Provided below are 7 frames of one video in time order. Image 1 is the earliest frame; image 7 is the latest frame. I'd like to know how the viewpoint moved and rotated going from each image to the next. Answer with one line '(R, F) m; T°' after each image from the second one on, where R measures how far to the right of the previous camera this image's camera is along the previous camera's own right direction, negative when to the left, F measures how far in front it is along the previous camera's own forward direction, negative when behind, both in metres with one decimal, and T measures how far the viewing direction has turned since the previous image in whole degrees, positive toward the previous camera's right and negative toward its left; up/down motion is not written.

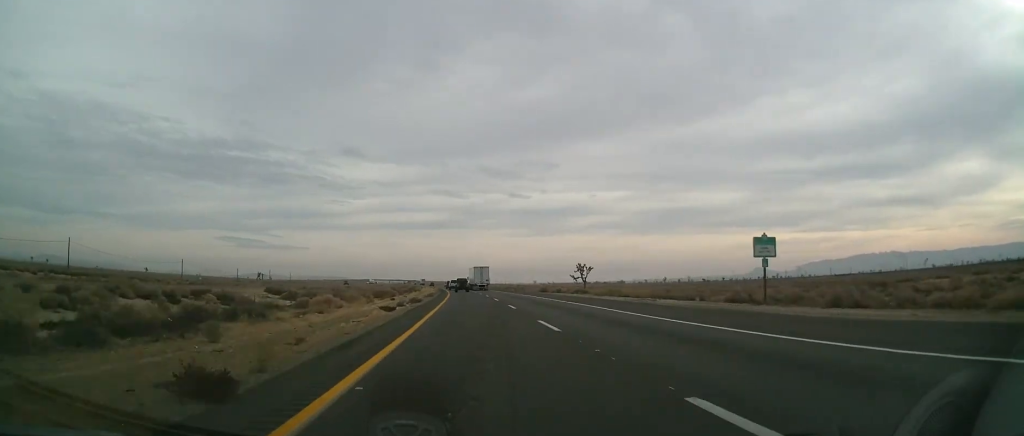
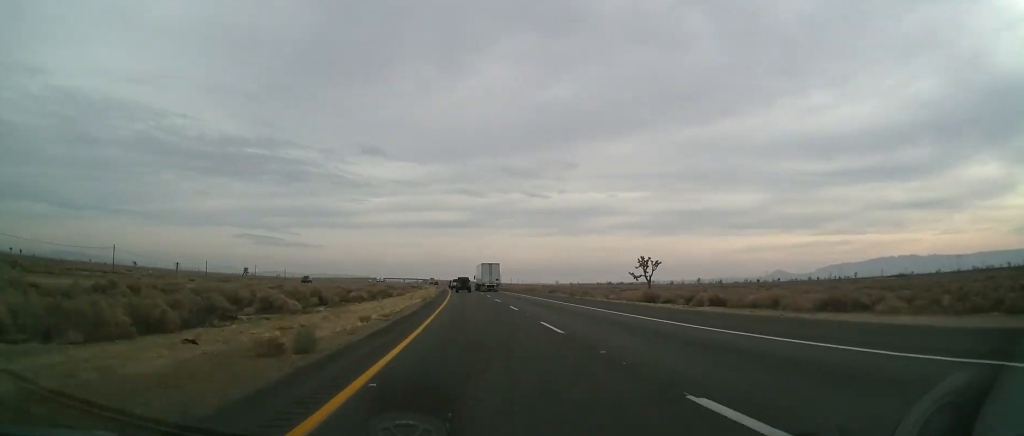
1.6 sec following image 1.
(-0.9, +58.0) m; -1°
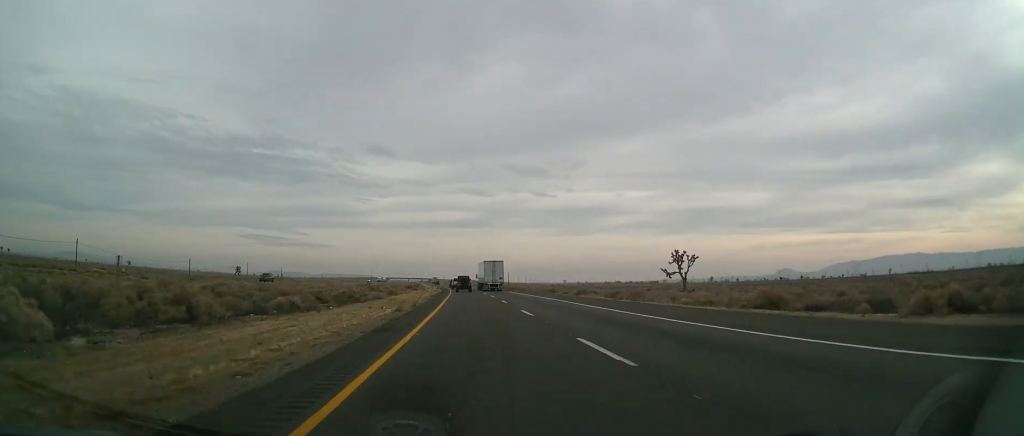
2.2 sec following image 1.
(0.0, +21.7) m; 0°
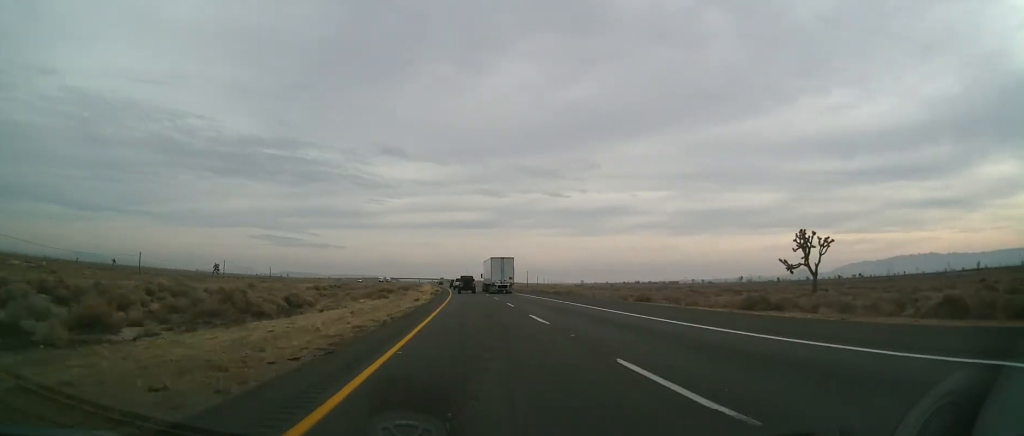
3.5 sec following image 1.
(-0.4, +47.9) m; -2°
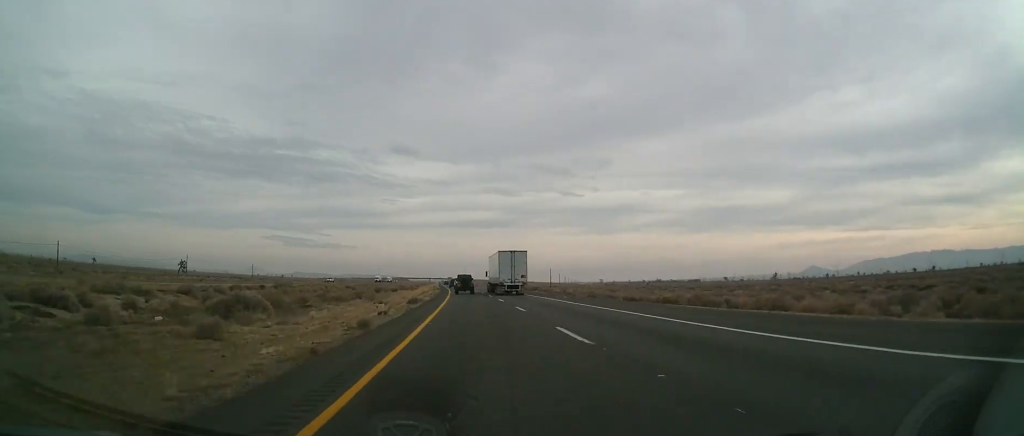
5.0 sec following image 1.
(-1.0, +50.8) m; -2°
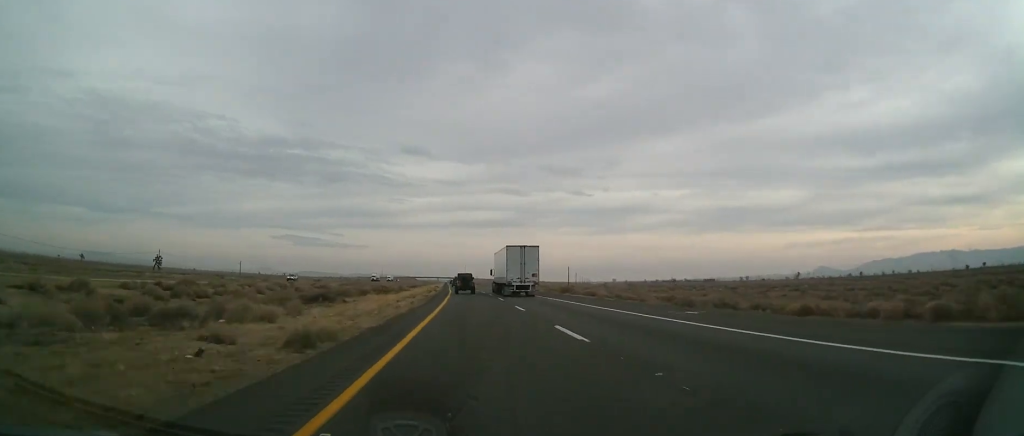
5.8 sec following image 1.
(-0.1, +29.0) m; -1°
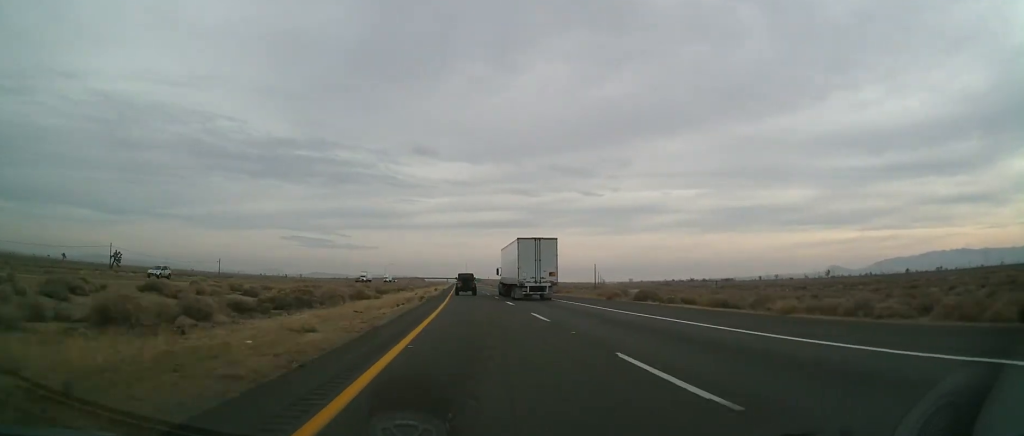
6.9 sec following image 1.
(-0.5, +36.7) m; -1°
